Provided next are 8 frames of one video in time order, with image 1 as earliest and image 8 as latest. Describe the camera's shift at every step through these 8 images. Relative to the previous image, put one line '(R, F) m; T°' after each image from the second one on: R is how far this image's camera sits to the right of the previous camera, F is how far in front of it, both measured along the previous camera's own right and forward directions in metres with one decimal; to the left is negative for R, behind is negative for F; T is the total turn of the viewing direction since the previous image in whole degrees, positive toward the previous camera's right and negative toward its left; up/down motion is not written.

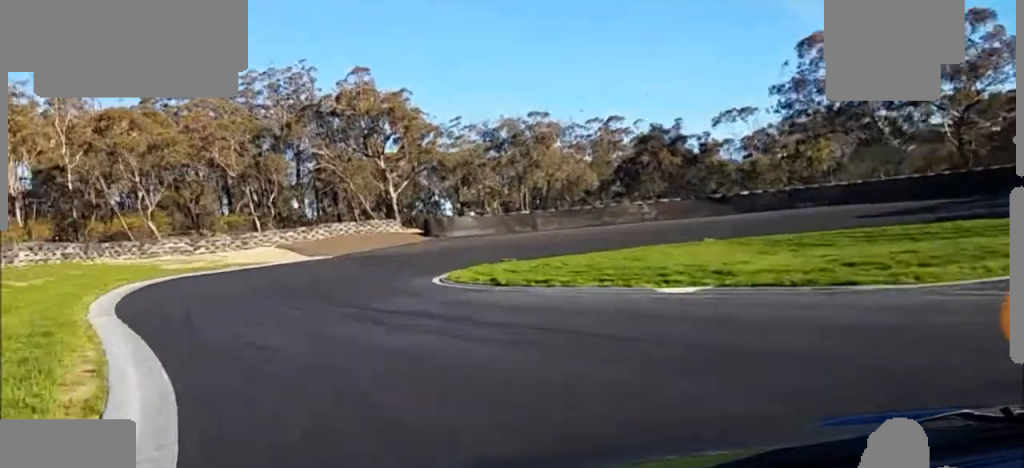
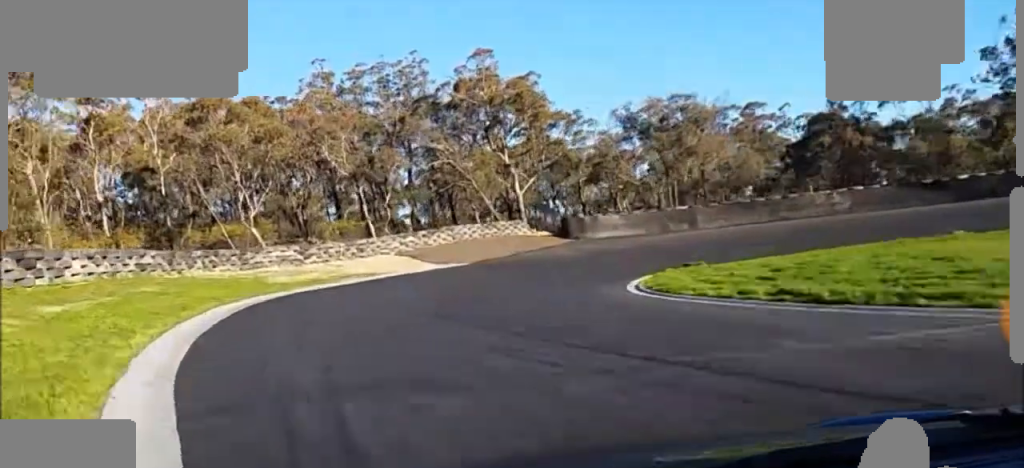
(-0.8, +9.4) m; +5°
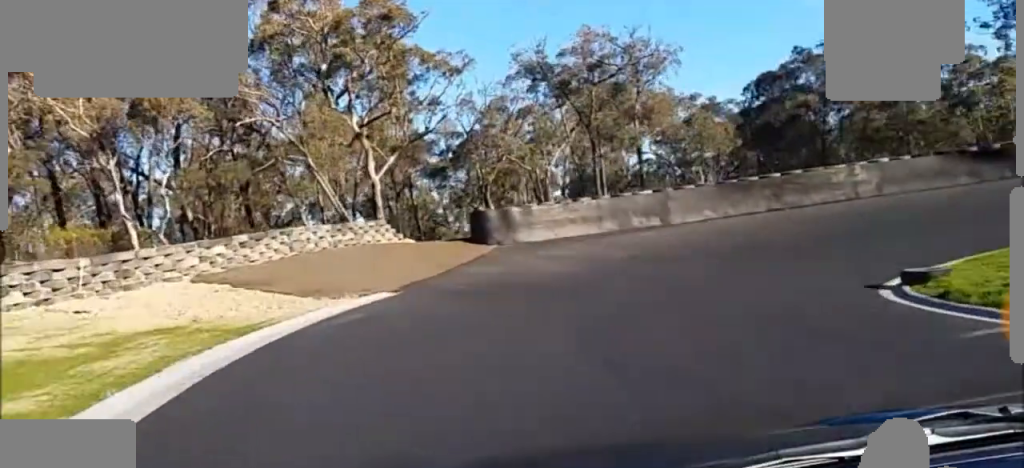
(+2.9, +14.5) m; +46°
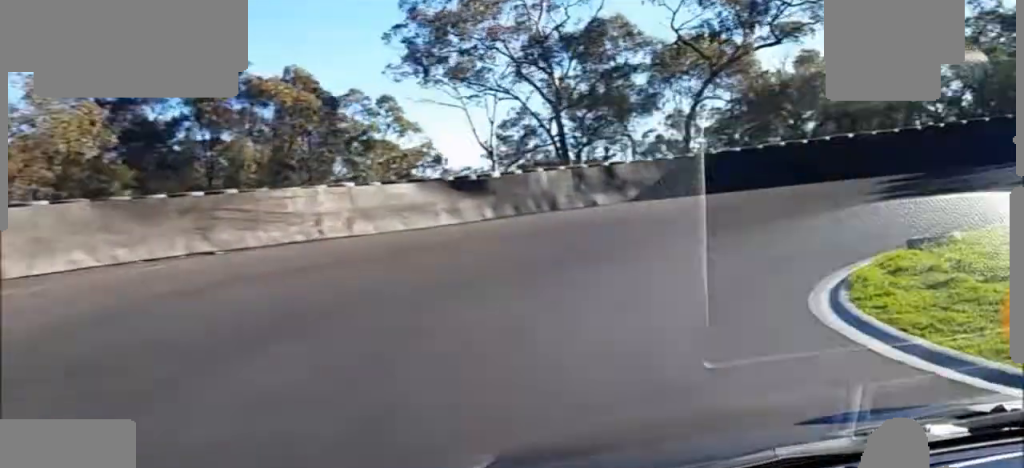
(+5.5, +12.4) m; +28°
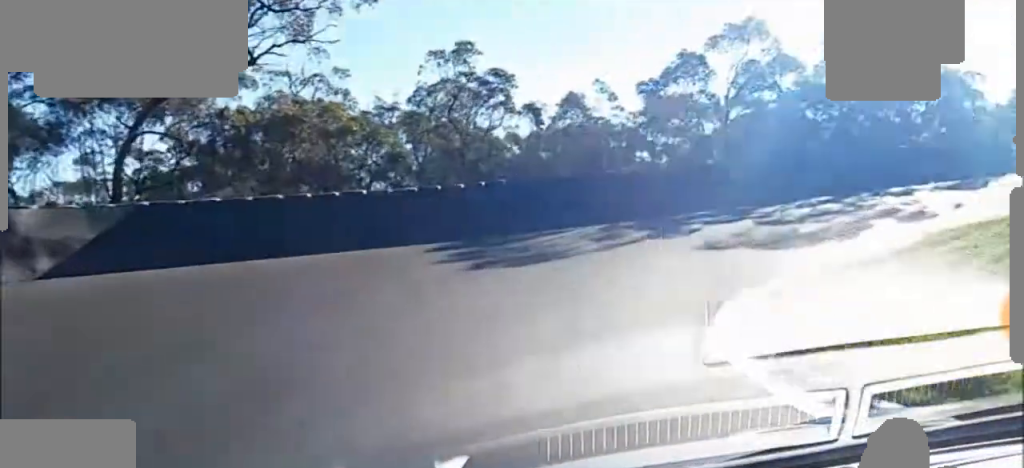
(0.0, +9.3) m; +1°
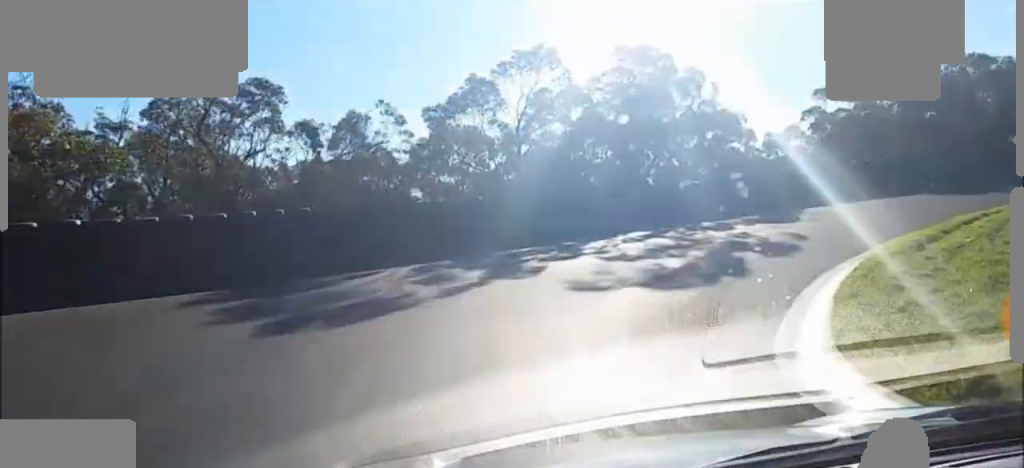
(-0.1, +5.4) m; +6°
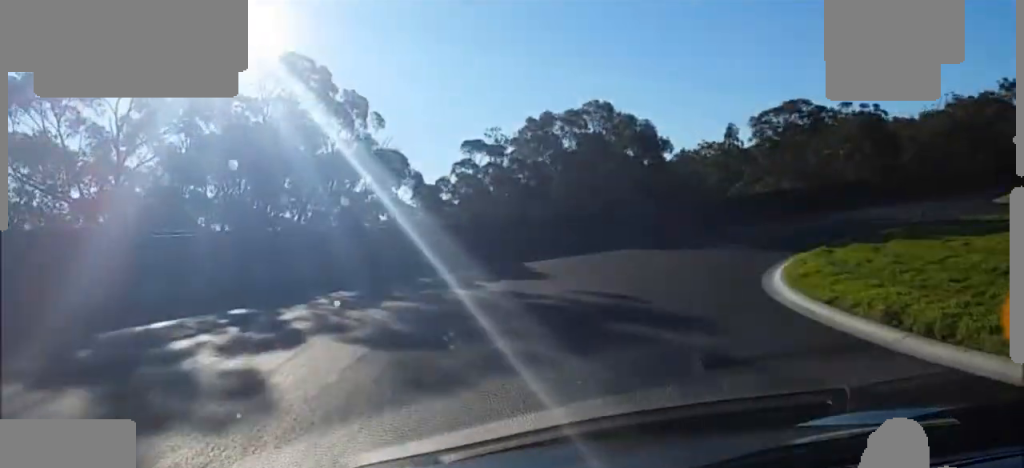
(+0.3, +8.1) m; +20°
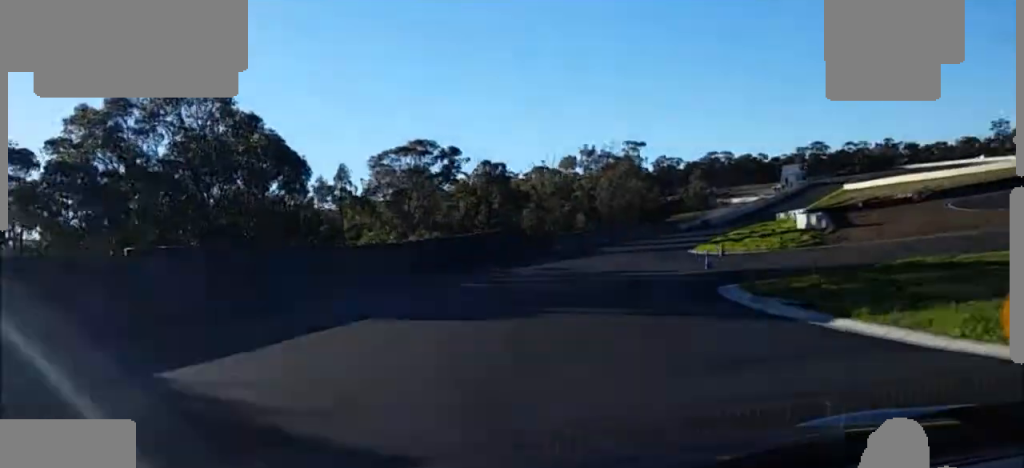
(+7.7, +11.7) m; +60°
